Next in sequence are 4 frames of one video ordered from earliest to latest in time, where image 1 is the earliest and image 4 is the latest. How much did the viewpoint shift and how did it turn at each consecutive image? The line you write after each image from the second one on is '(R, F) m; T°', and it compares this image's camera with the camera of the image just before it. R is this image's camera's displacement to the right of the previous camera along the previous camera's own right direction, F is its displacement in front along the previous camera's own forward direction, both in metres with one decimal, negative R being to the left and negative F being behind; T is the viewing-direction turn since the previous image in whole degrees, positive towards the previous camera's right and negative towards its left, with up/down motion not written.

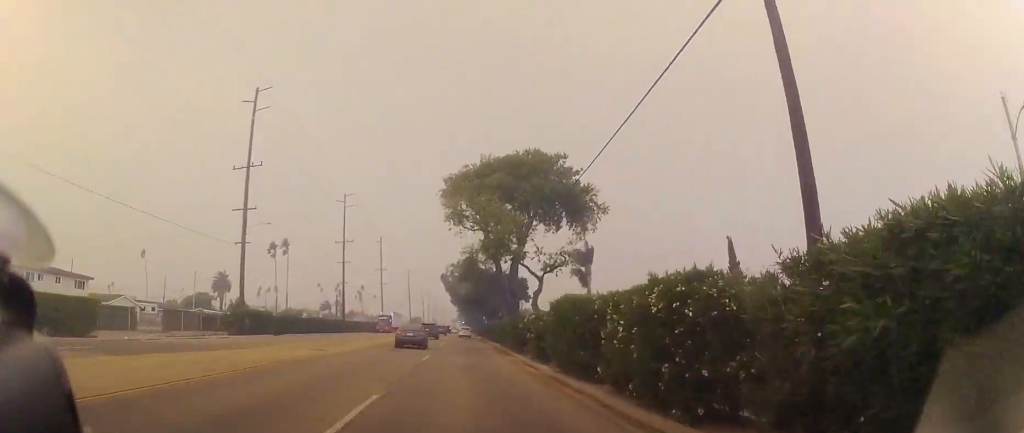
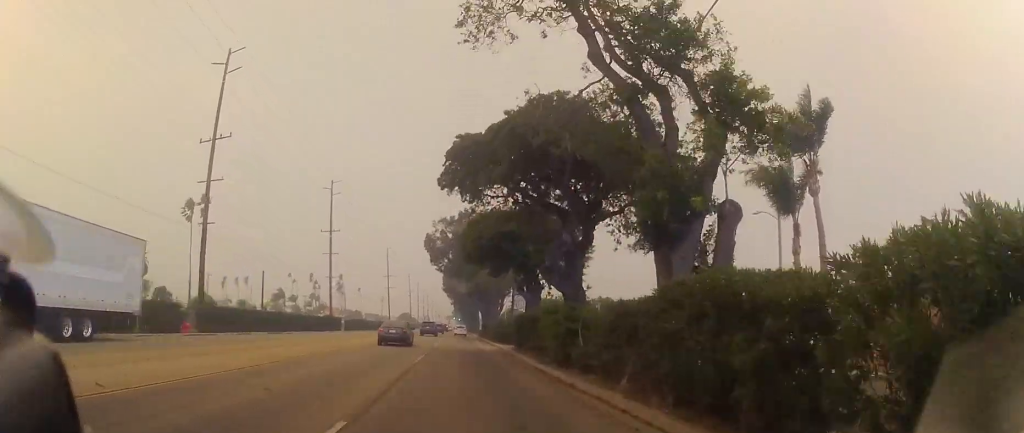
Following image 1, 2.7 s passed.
(-0.8, +47.2) m; -2°
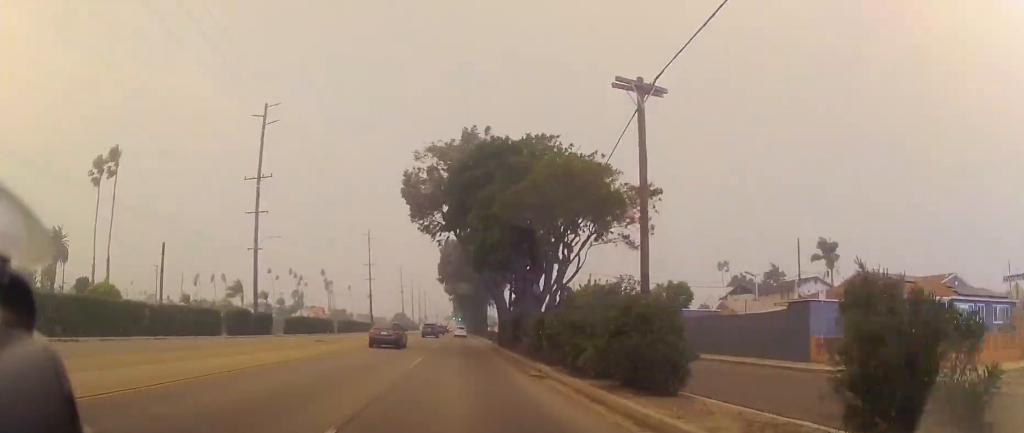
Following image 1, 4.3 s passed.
(+1.1, +30.0) m; +3°
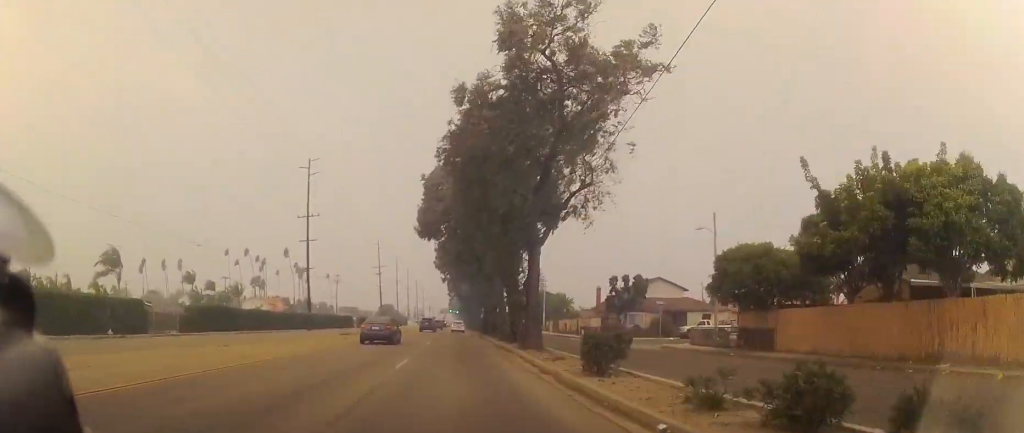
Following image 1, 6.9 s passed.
(-0.7, +46.5) m; -1°
